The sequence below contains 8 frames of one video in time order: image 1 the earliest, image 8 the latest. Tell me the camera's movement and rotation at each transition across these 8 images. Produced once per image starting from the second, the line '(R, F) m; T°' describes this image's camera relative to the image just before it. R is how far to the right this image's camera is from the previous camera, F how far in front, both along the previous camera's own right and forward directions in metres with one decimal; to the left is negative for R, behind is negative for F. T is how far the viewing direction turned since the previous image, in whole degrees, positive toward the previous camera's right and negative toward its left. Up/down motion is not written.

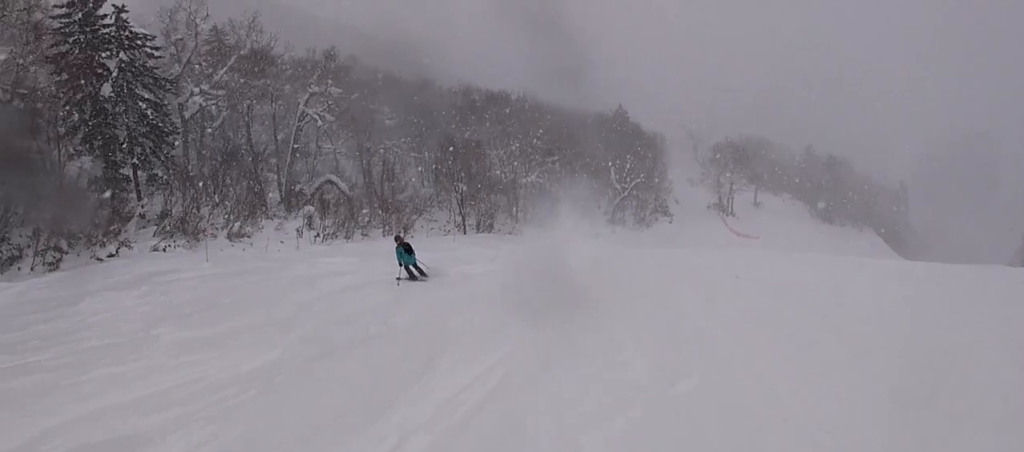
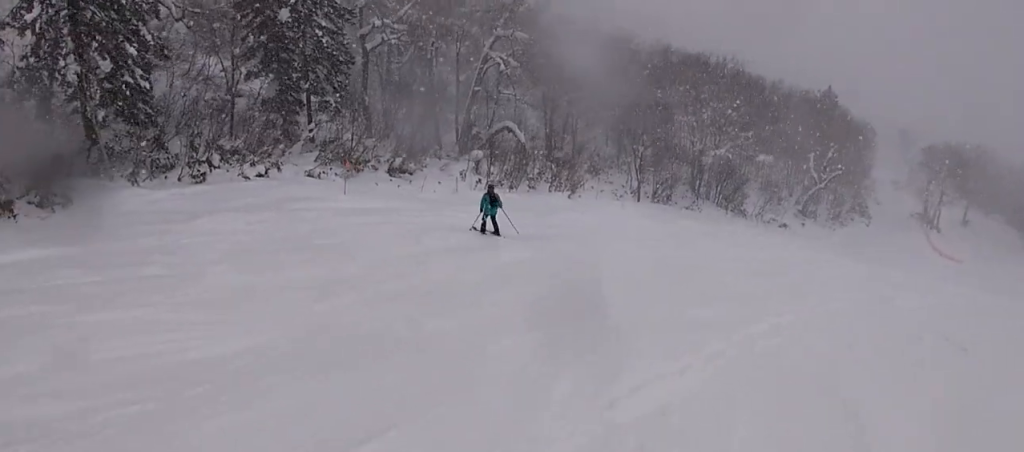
(-1.6, +2.9) m; -25°
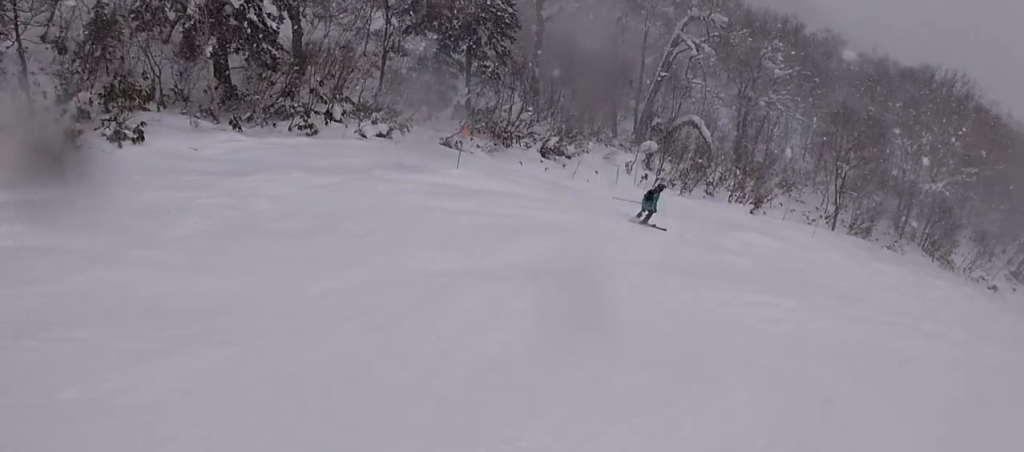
(-1.3, +5.3) m; -20°
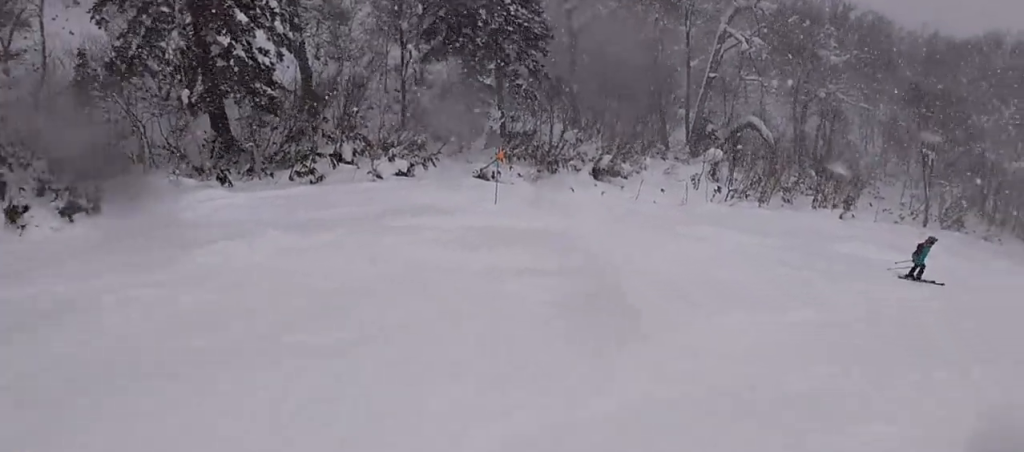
(-0.3, +4.8) m; +7°
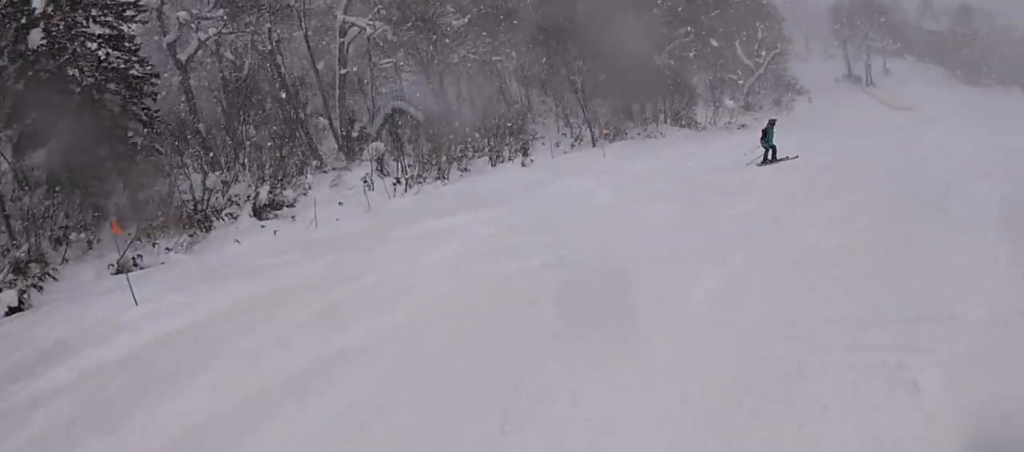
(+0.7, +3.2) m; +29°
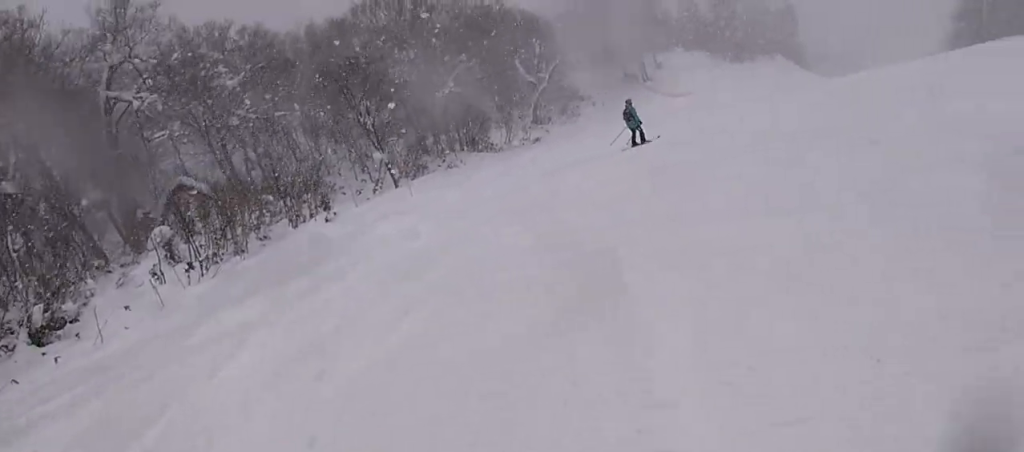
(+0.1, +1.5) m; +16°
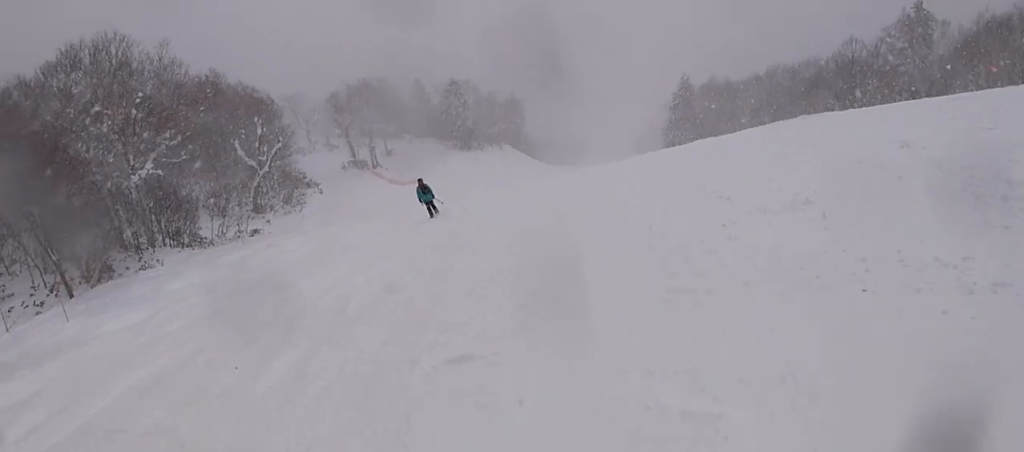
(+2.1, +4.2) m; +31°
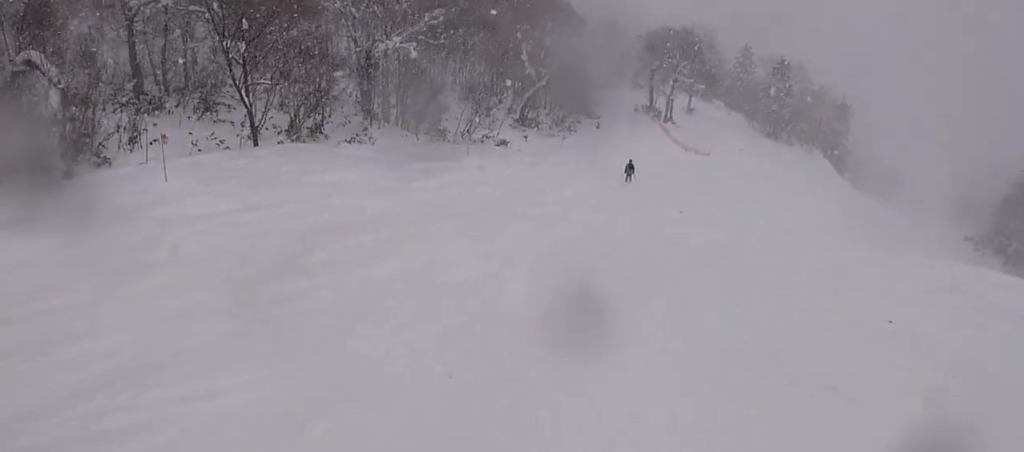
(-1.9, +8.4) m; -33°
